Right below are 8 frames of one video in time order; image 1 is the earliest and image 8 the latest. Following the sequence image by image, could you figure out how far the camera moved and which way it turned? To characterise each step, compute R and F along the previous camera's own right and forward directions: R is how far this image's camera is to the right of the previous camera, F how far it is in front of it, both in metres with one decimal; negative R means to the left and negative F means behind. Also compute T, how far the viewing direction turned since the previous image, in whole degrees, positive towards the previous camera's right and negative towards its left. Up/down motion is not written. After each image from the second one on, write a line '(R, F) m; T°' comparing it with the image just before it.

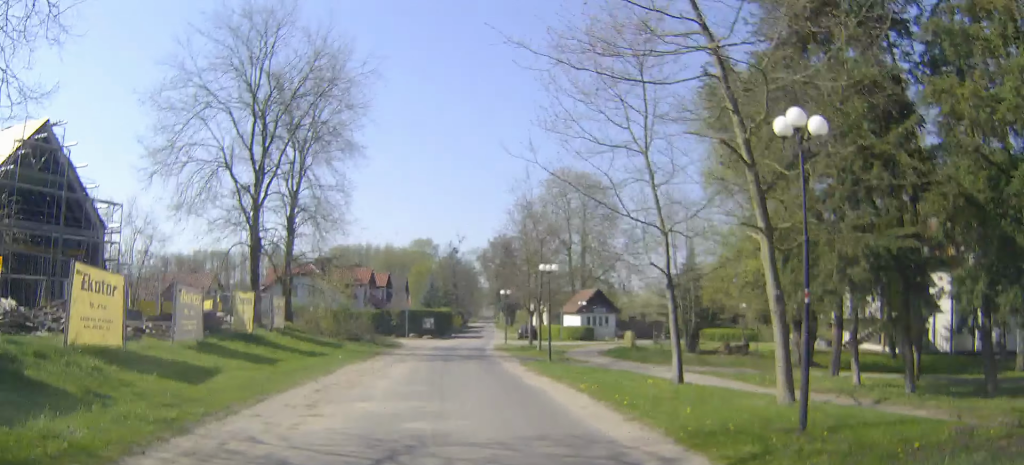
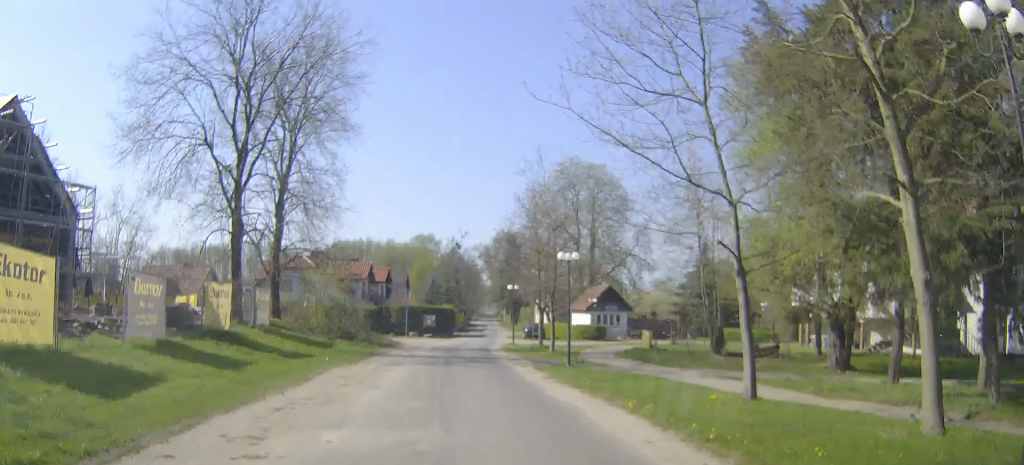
(0.0, +3.8) m; 0°
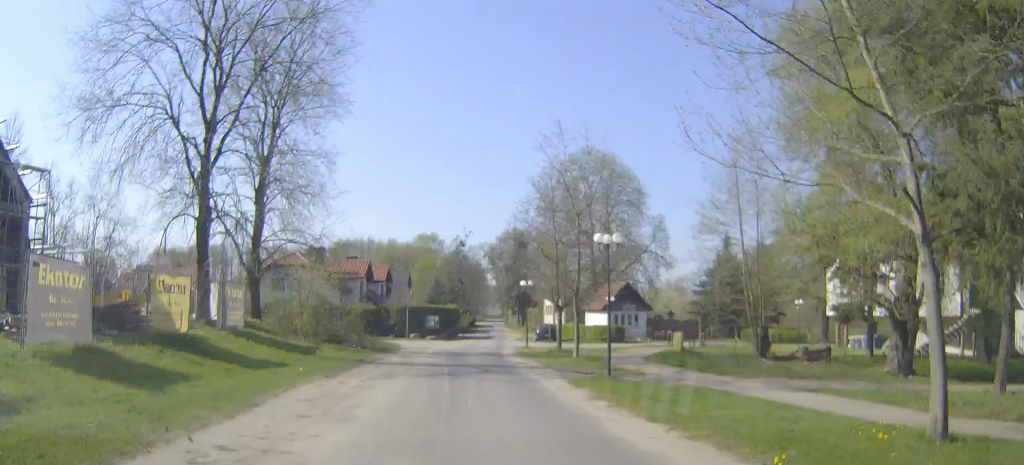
(0.0, +5.1) m; 0°
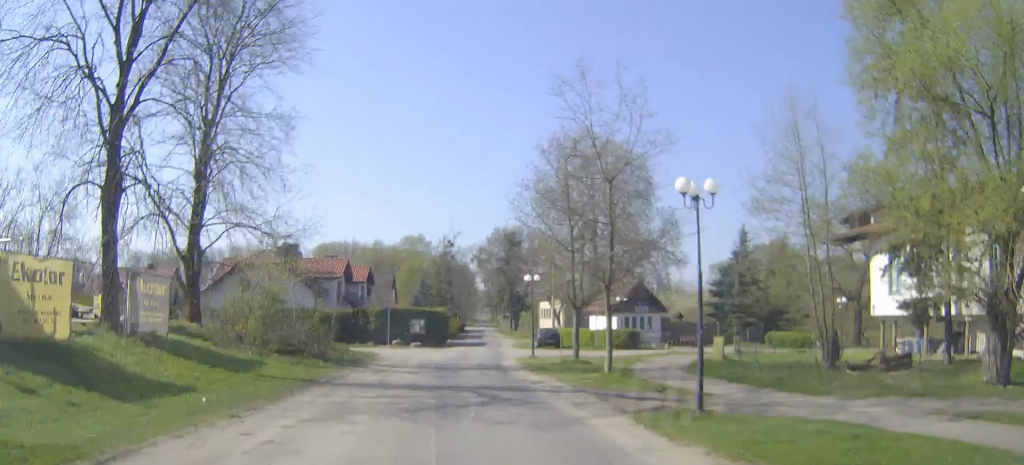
(0.0, +7.3) m; +1°
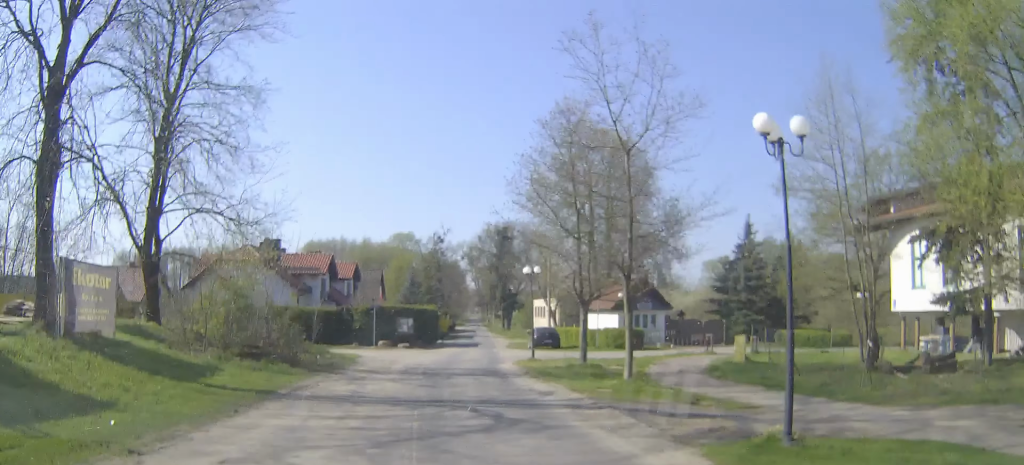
(0.0, +3.9) m; +1°
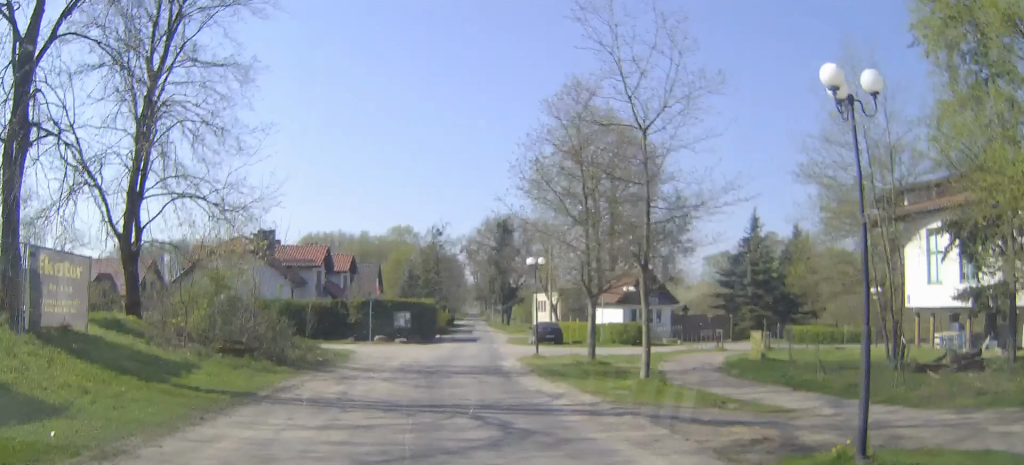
(0.0, +2.1) m; 0°
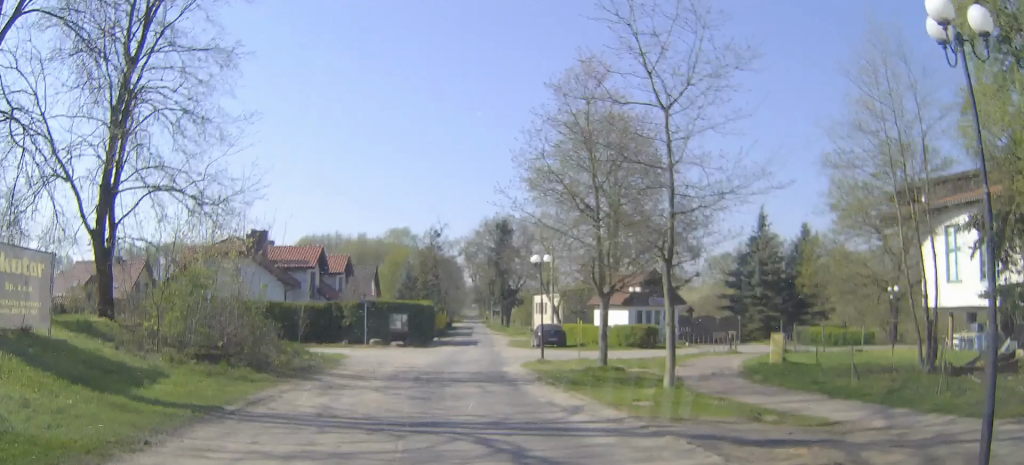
(0.0, +2.8) m; 0°
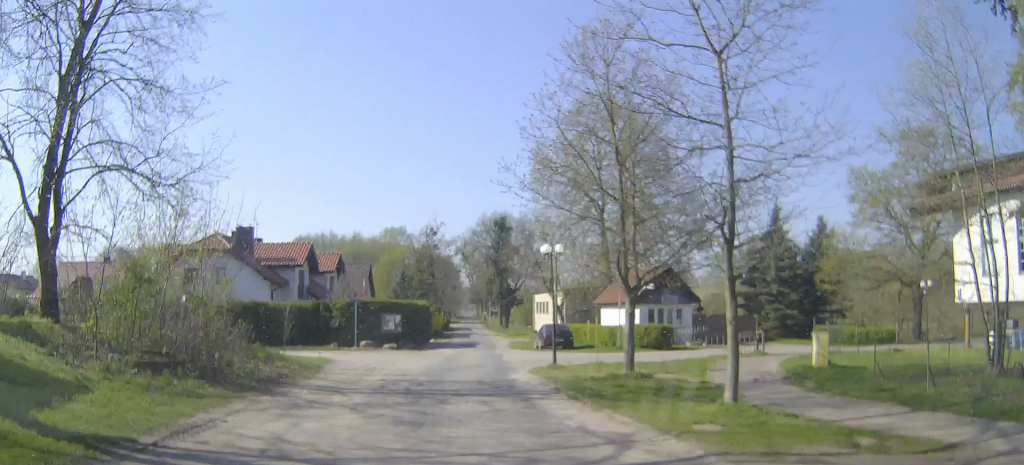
(0.0, +3.8) m; +2°
